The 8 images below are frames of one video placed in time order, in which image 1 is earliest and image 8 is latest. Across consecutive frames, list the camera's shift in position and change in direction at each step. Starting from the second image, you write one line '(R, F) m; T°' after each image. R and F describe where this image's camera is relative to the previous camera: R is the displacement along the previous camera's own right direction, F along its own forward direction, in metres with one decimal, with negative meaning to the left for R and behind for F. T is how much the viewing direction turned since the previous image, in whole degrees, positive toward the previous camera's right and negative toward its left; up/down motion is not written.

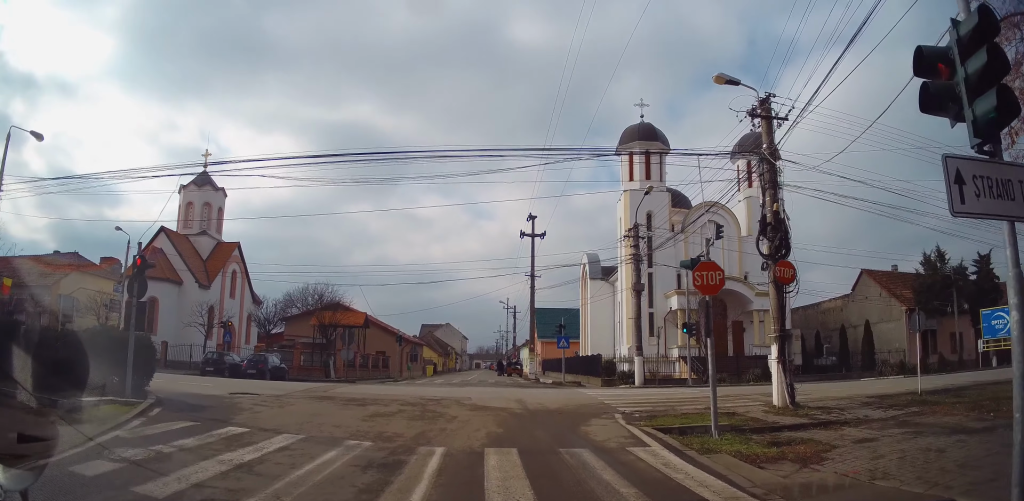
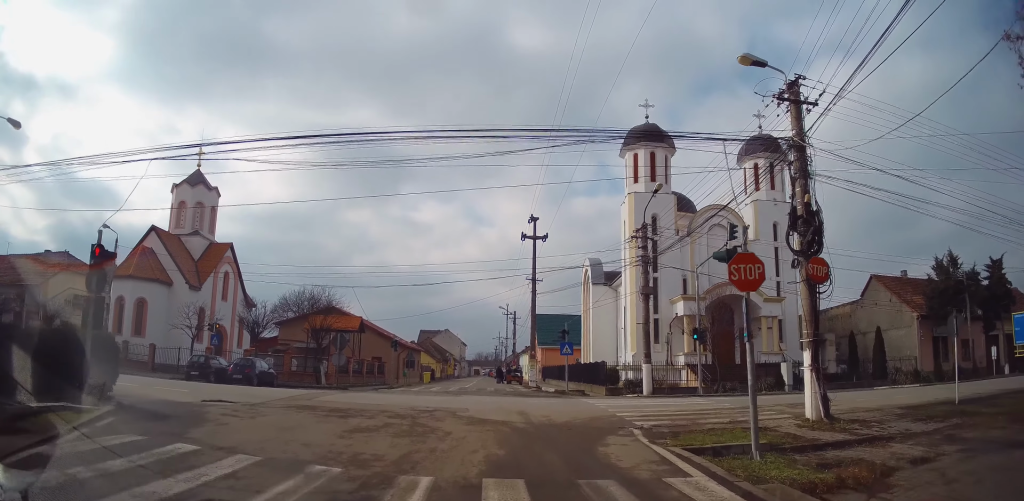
(-0.1, +1.2) m; -2°
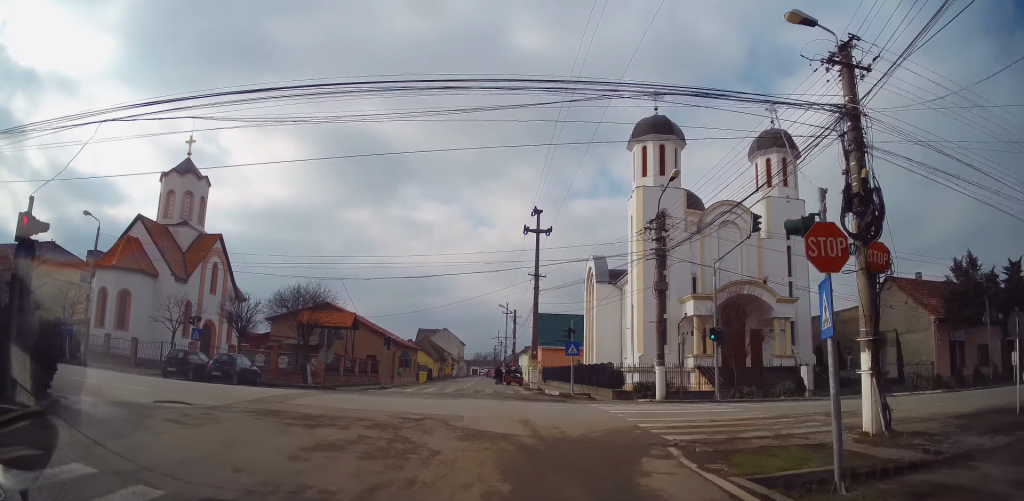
(+0.1, +1.5) m; +8°
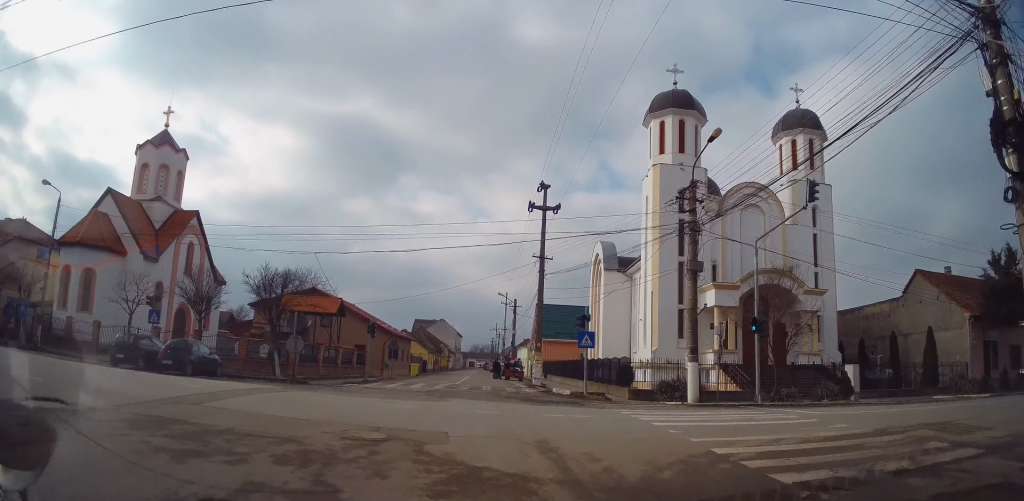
(+0.3, +2.8) m; +8°
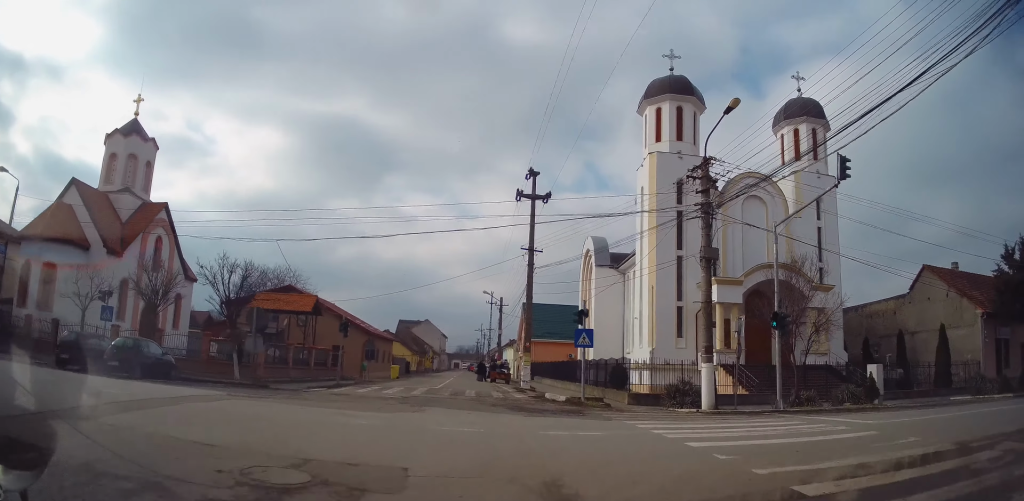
(0.0, +2.3) m; +1°
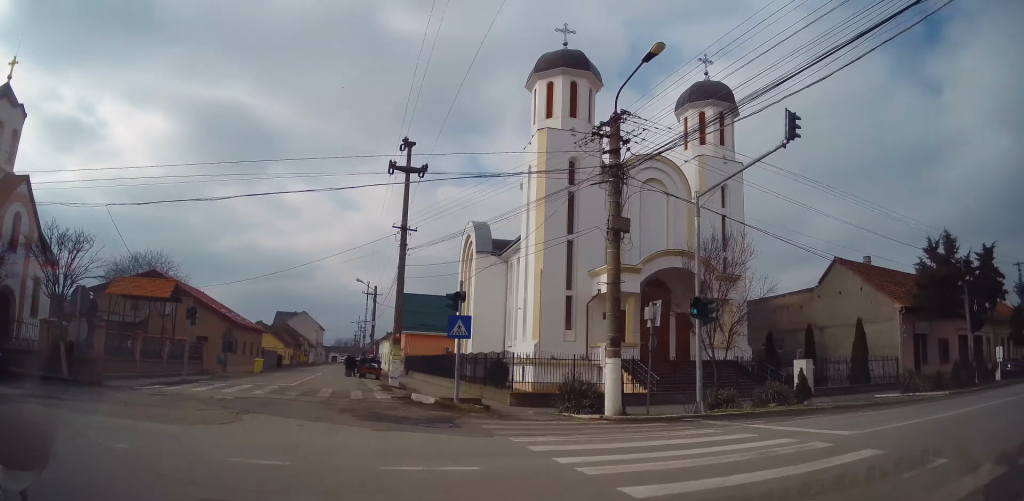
(0.0, +3.4) m; +16°
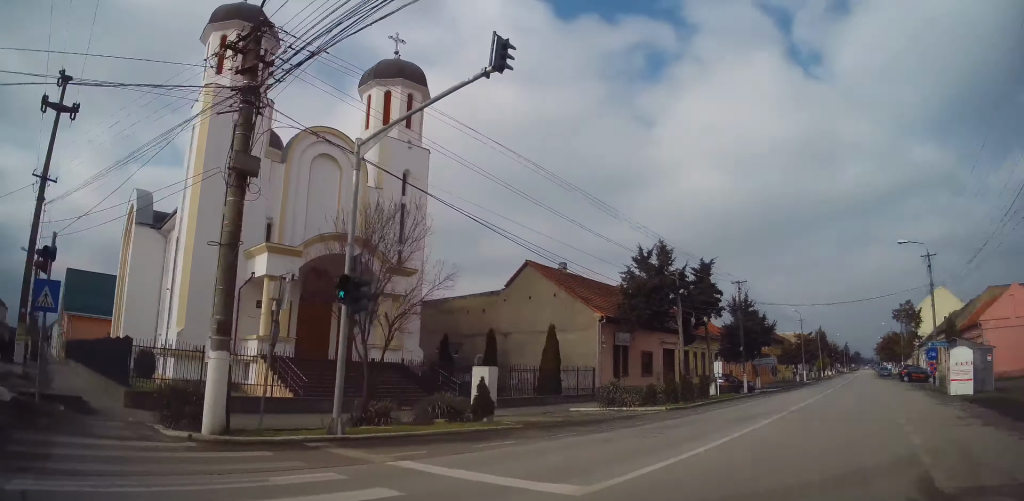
(+1.3, +4.3) m; +37°
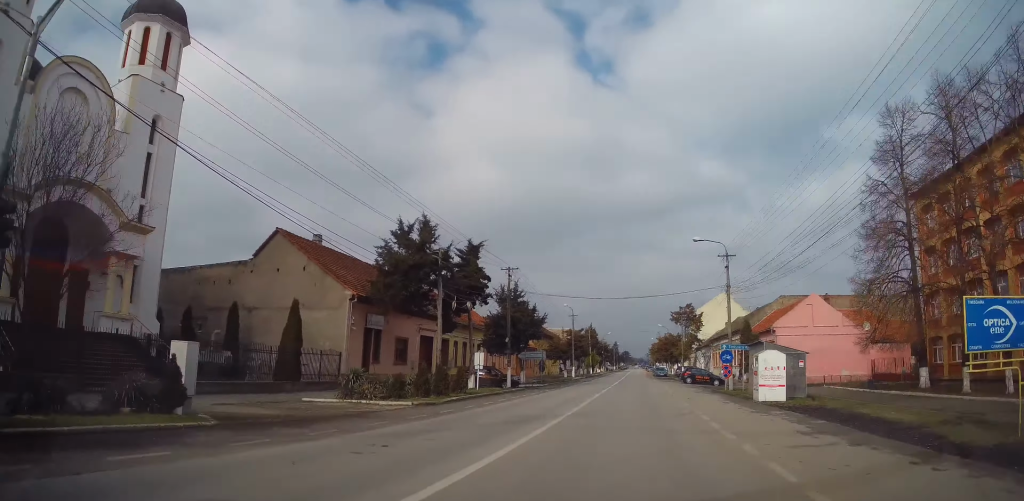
(+0.7, +3.7) m; +17°
